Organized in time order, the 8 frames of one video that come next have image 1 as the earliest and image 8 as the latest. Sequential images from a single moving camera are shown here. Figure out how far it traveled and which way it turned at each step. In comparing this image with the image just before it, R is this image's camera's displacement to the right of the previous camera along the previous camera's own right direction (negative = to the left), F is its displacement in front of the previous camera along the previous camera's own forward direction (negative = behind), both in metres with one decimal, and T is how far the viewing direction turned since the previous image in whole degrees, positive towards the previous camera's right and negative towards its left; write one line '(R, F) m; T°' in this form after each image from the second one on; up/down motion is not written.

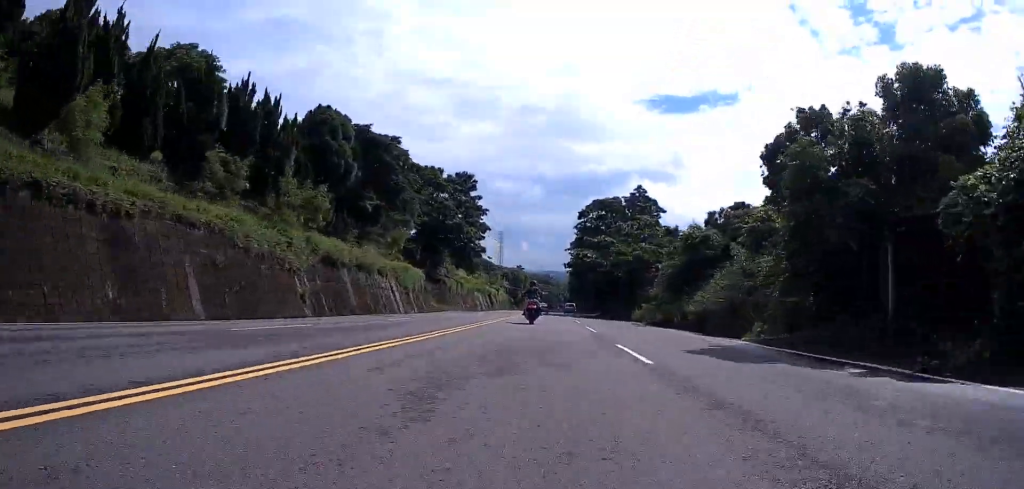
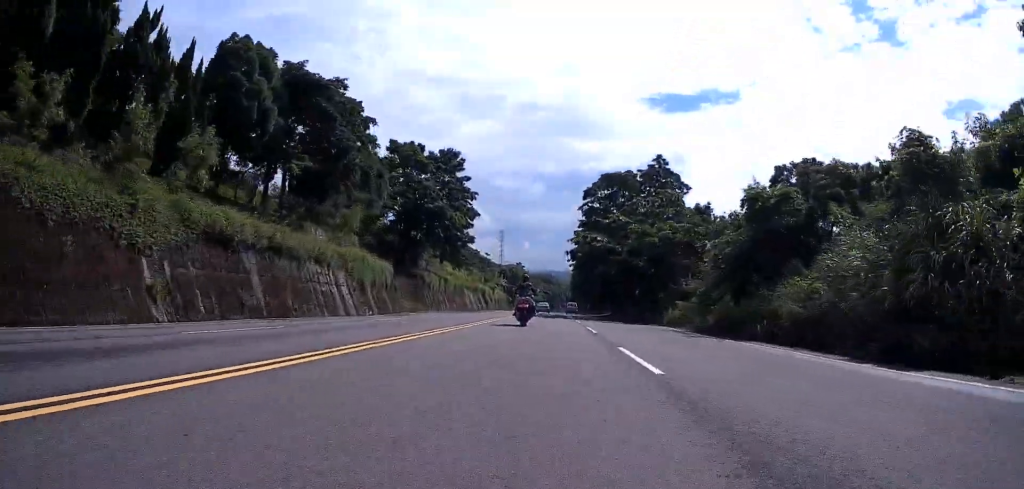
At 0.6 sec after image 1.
(-0.1, +11.2) m; 0°
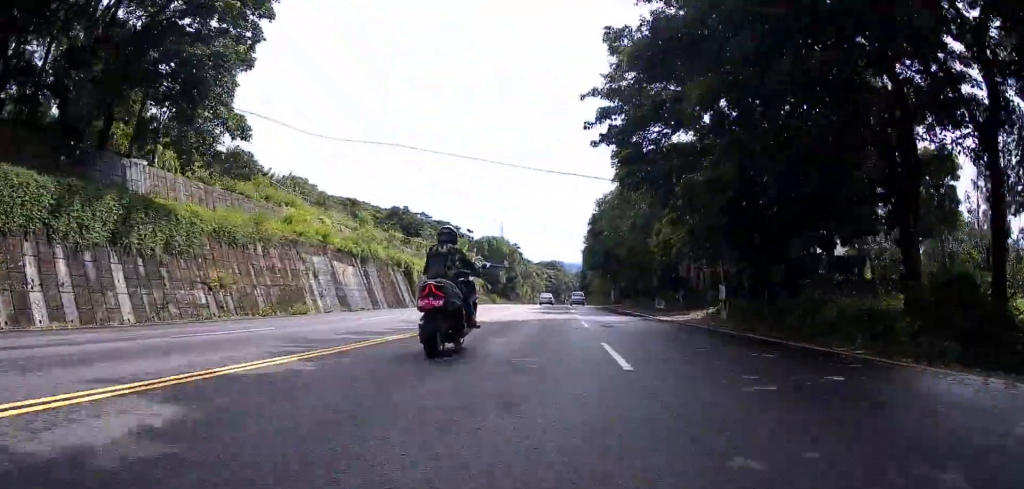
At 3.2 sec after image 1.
(-0.9, +48.3) m; -3°
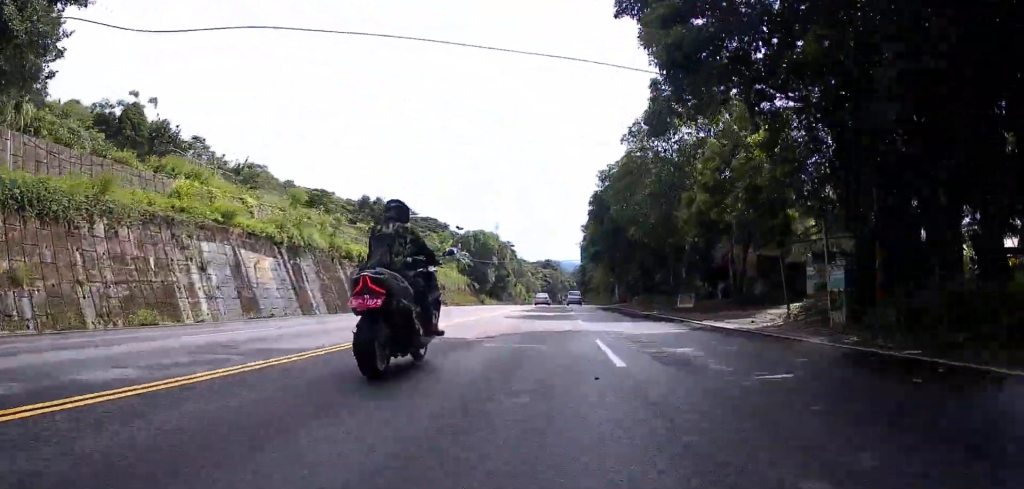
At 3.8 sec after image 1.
(-0.3, +9.4) m; +1°
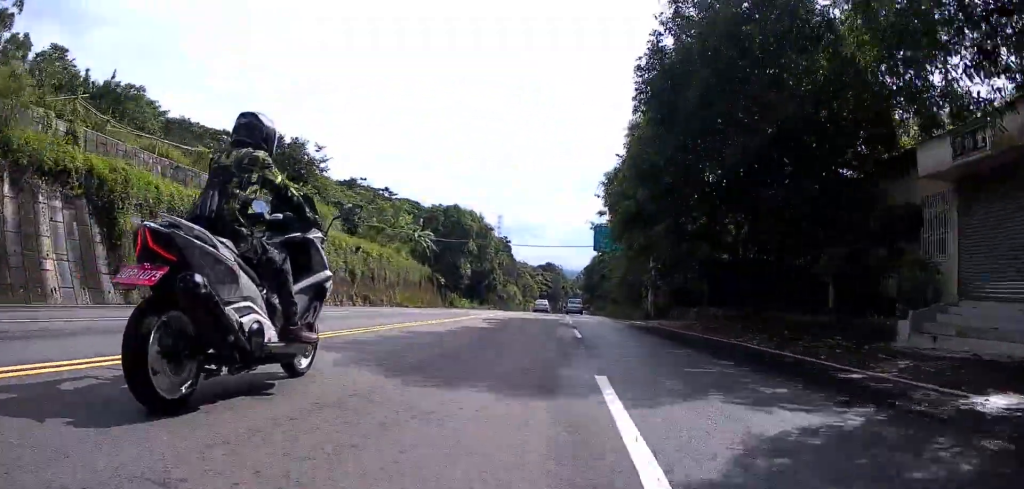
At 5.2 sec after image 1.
(+1.1, +23.6) m; +3°
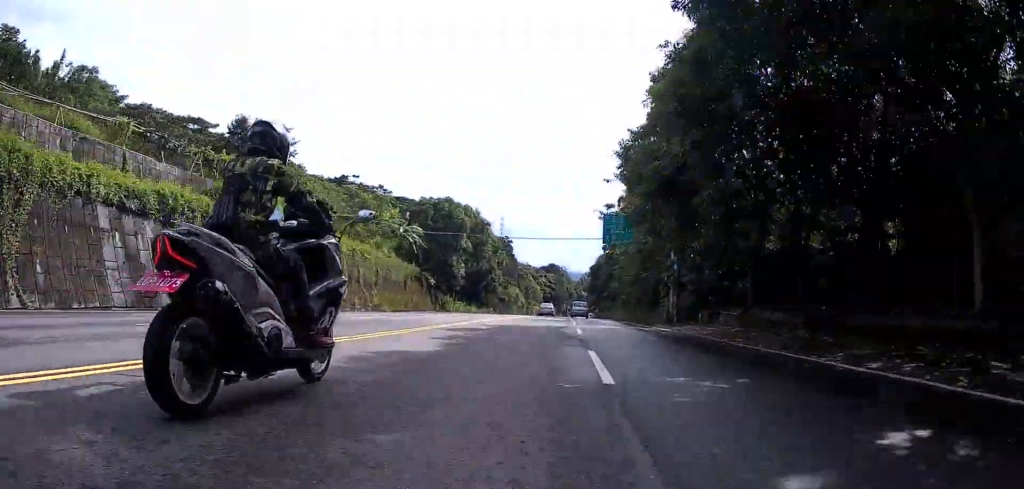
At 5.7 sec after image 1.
(+0.1, +6.4) m; -1°
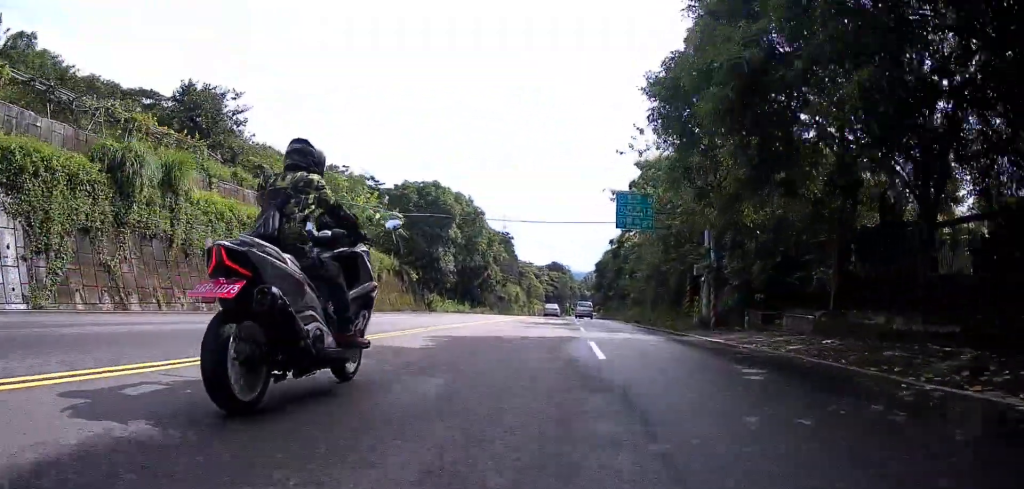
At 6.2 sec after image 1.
(0.0, +7.3) m; -1°
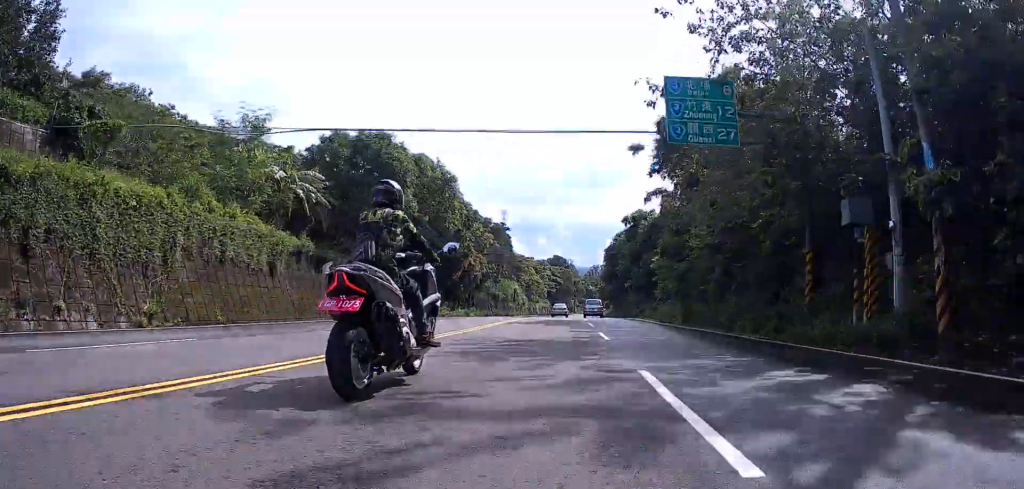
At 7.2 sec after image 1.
(-0.7, +15.3) m; -1°
